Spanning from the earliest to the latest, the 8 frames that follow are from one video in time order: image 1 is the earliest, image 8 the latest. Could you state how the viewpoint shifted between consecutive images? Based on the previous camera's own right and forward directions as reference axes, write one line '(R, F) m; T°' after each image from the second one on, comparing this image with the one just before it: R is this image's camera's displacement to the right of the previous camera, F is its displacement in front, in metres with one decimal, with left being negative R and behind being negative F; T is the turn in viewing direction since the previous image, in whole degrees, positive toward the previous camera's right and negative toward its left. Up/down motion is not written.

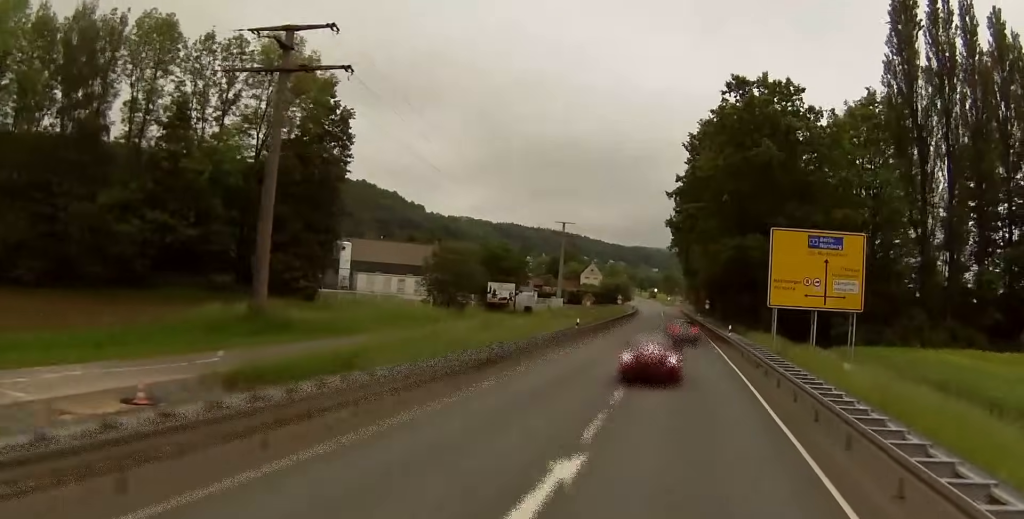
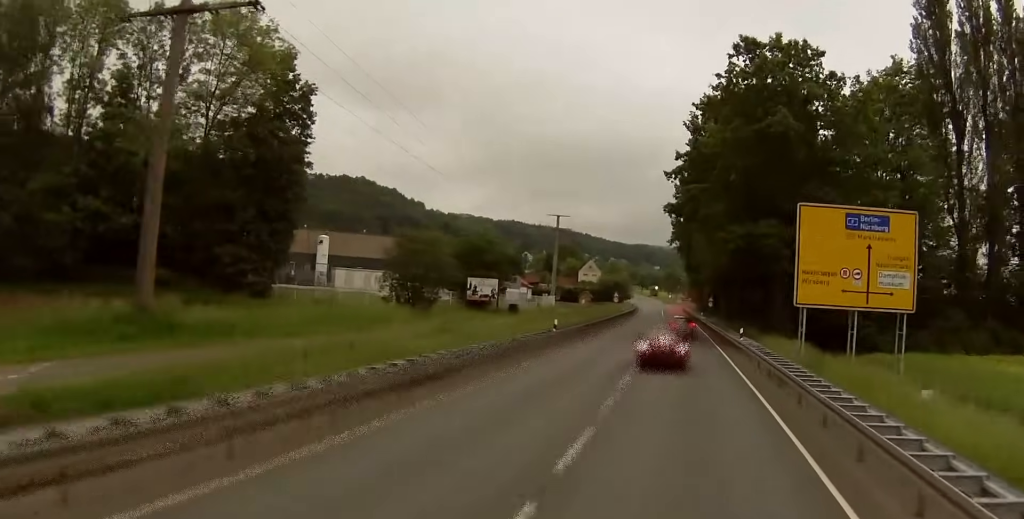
(-0.1, +9.0) m; 0°
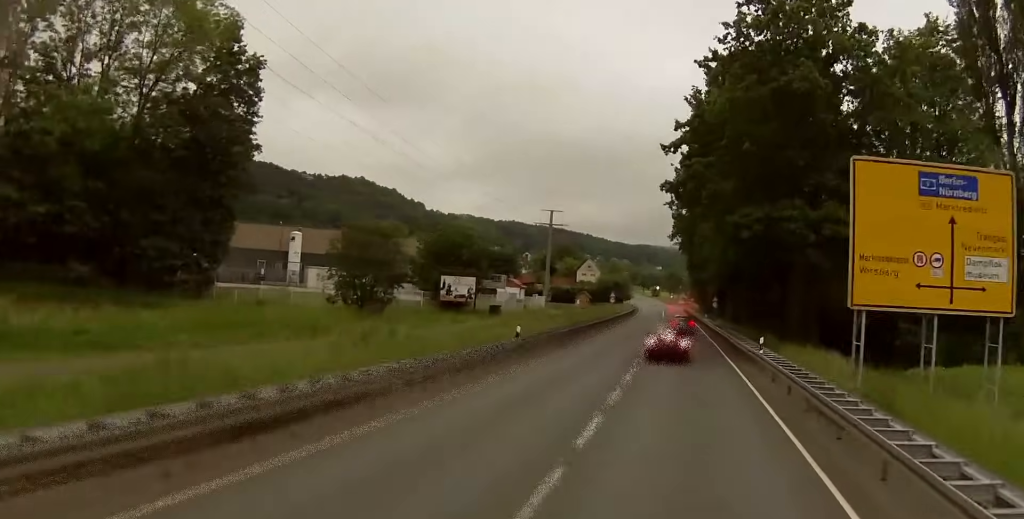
(-0.1, +9.6) m; 0°
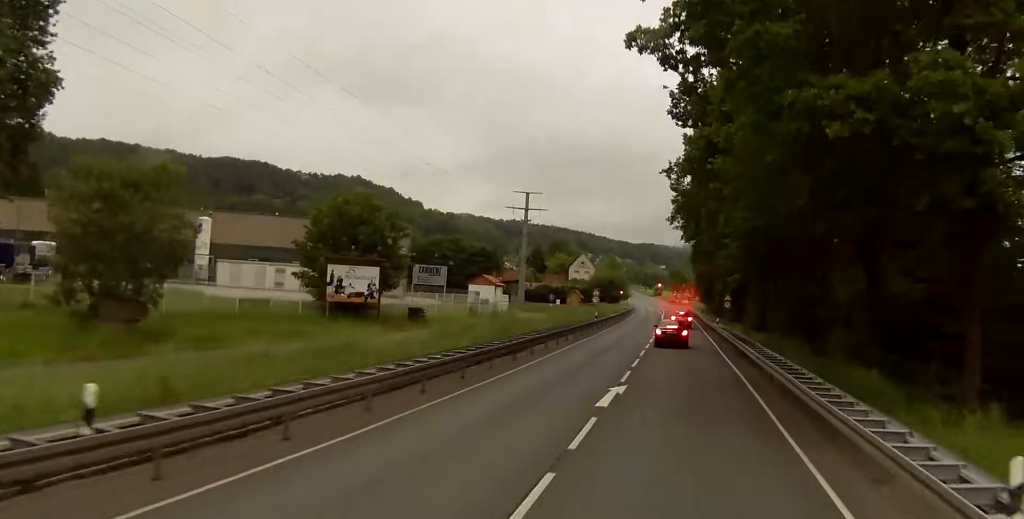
(-0.1, +24.1) m; -1°
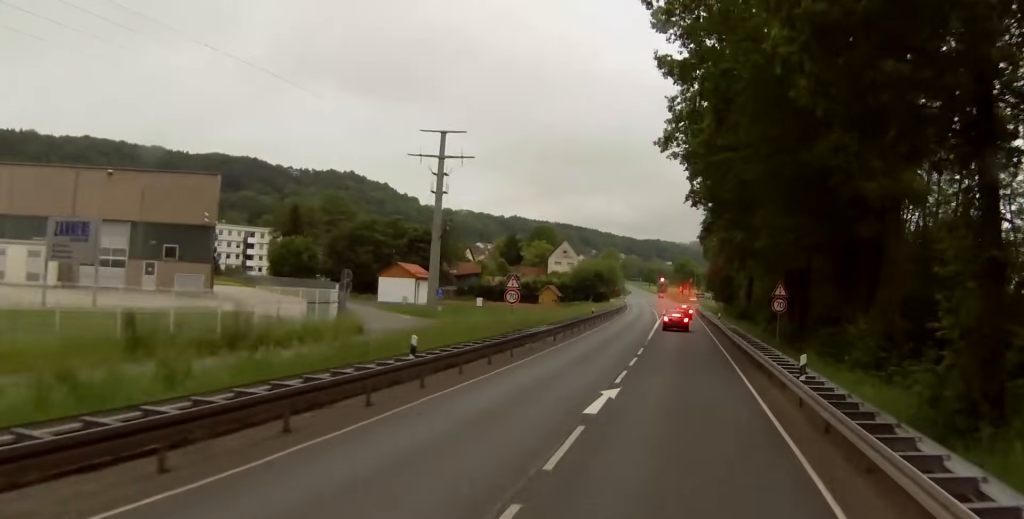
(+0.2, +44.0) m; +1°
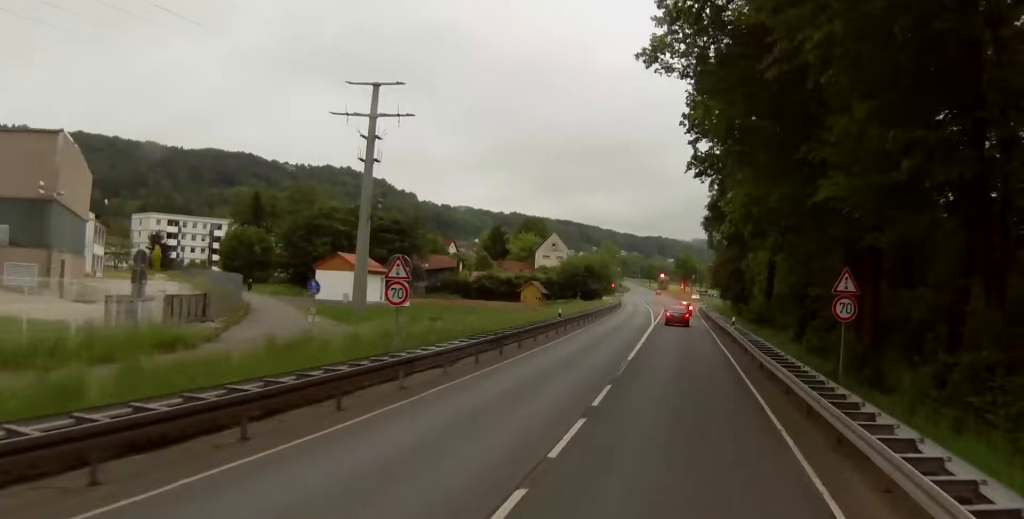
(-0.1, +17.4) m; -1°
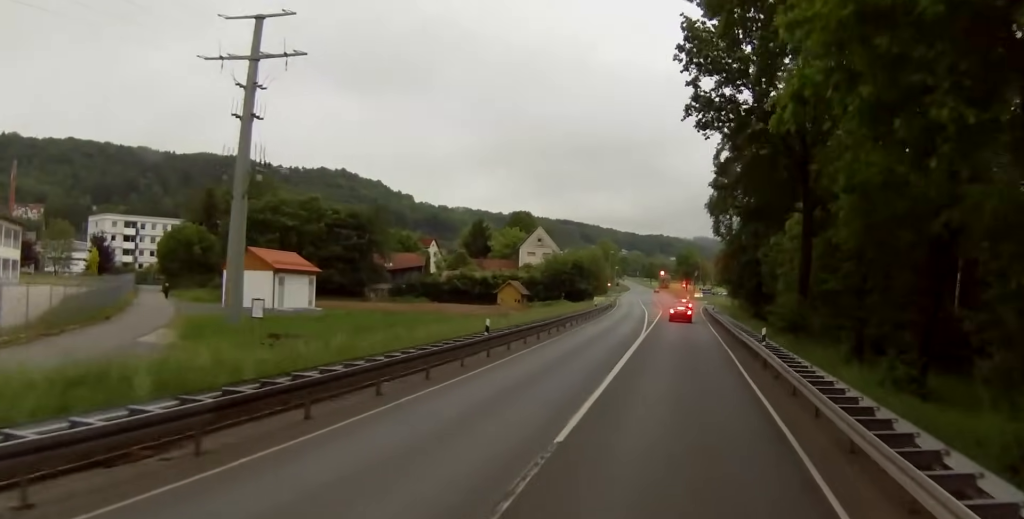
(-0.1, +17.4) m; -1°
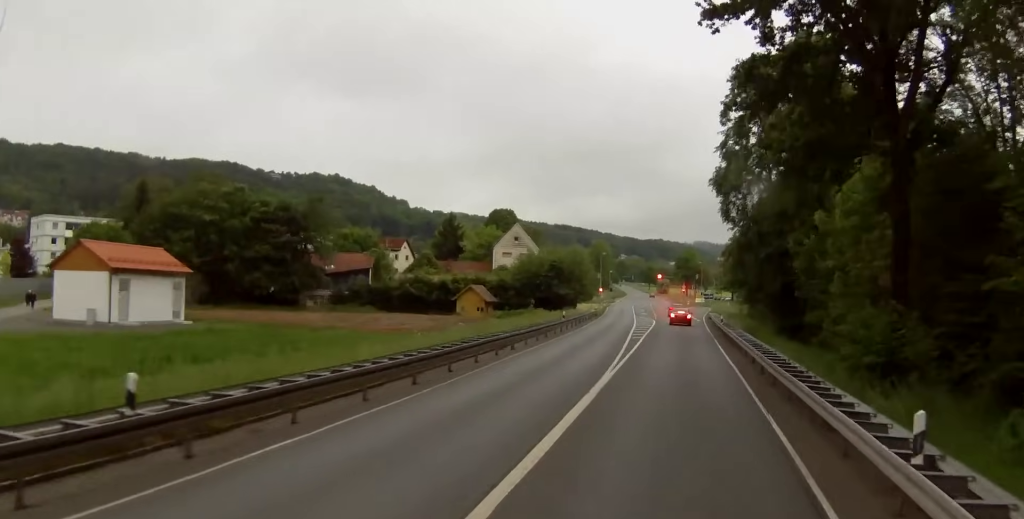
(-0.1, +20.0) m; 0°
